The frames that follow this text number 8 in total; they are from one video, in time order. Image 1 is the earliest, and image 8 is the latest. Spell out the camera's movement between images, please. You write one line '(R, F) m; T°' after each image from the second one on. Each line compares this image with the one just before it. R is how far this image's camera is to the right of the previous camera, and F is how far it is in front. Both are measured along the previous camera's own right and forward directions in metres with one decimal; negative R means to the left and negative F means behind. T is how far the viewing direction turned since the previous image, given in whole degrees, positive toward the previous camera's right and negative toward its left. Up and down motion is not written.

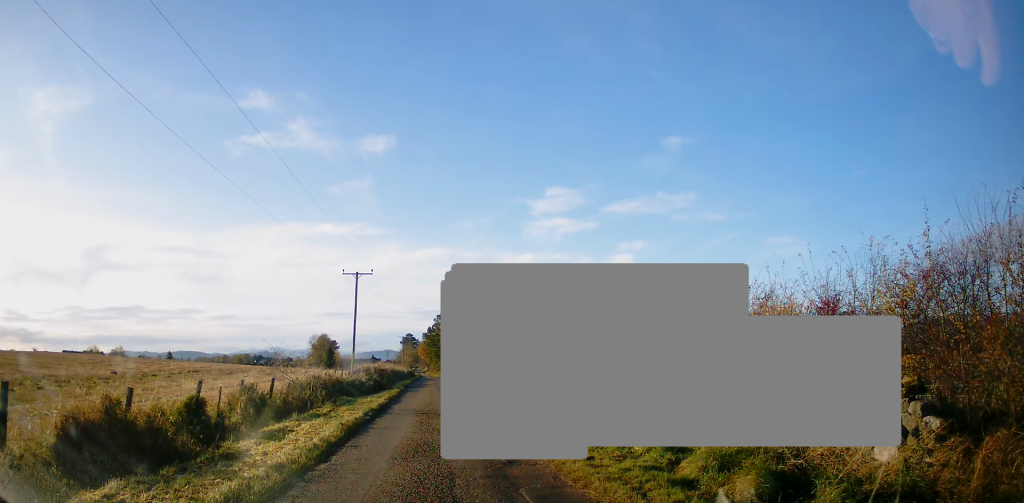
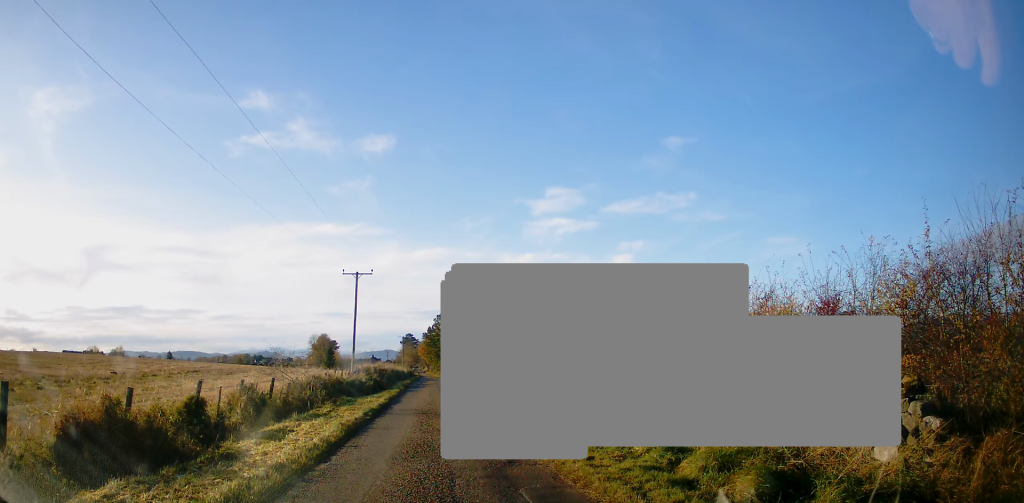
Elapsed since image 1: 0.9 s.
(0.0, 0.0) m; 0°
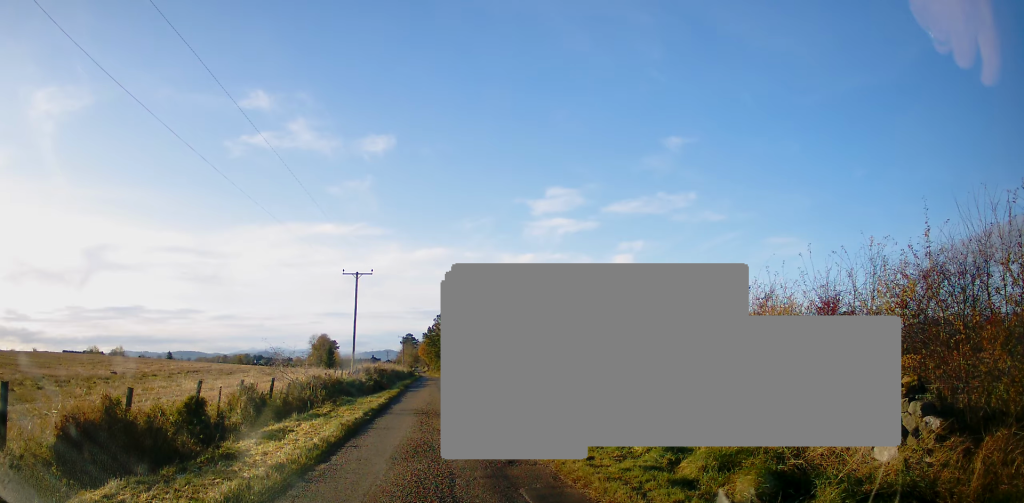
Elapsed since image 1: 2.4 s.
(0.0, 0.0) m; 0°
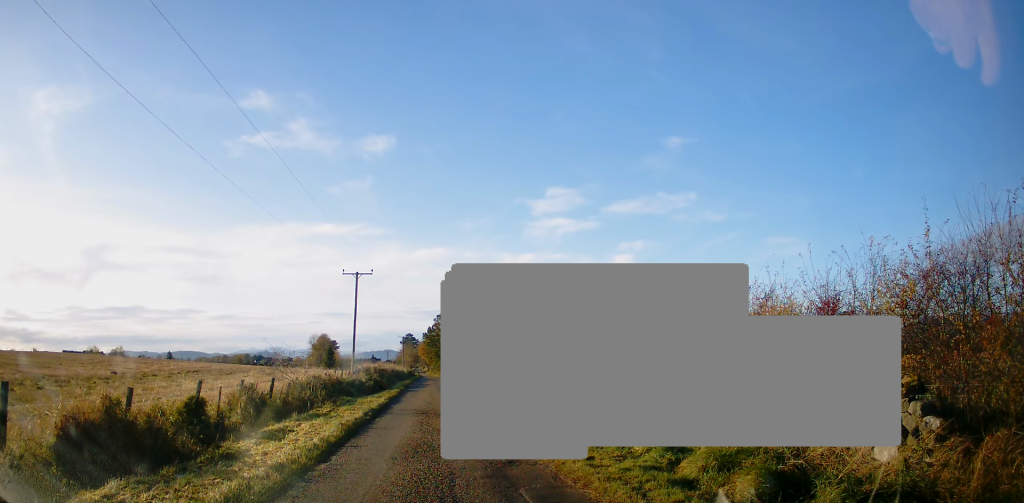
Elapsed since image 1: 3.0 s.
(0.0, 0.0) m; 0°
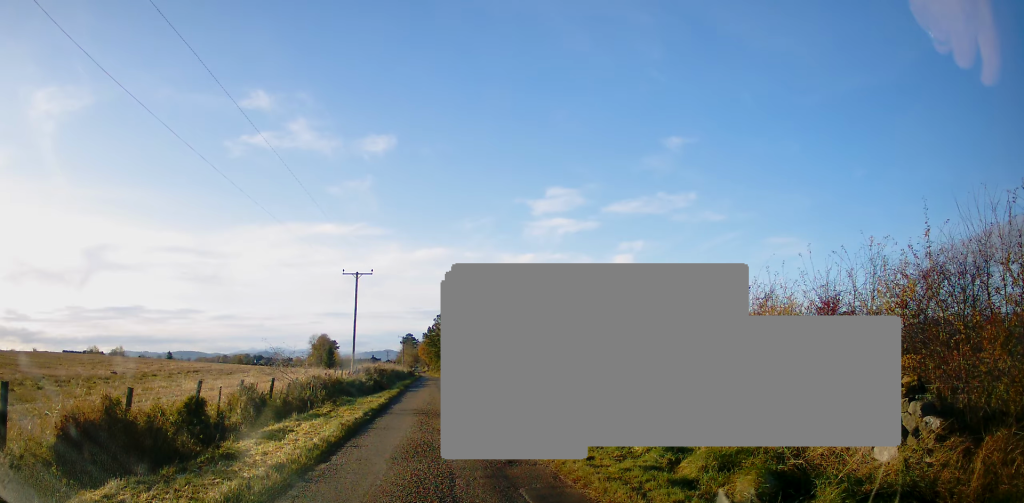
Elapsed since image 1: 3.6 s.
(0.0, 0.0) m; 0°
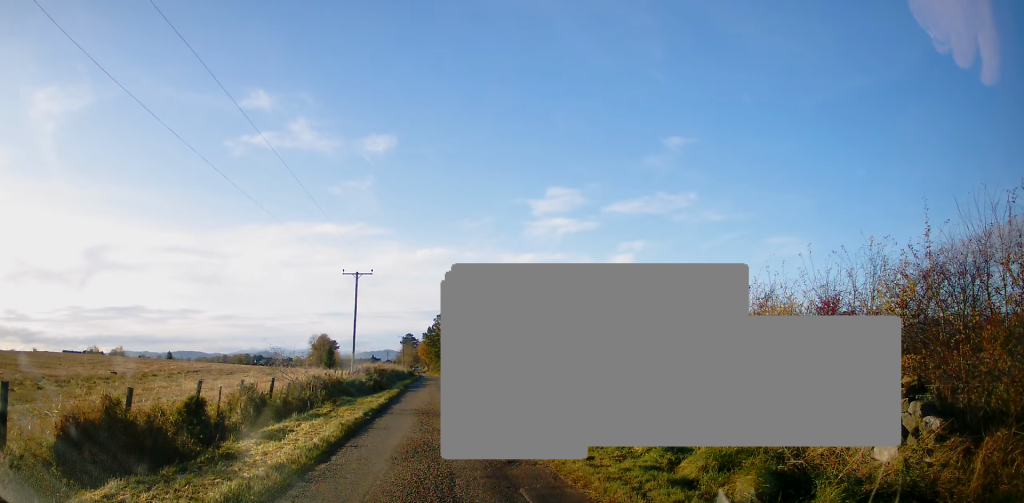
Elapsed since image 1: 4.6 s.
(0.0, 0.0) m; 0°
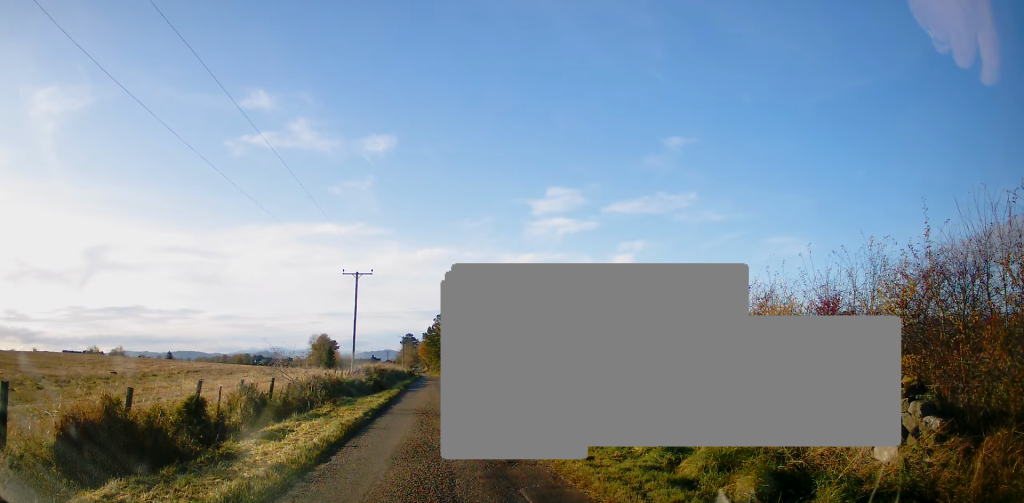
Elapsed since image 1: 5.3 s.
(0.0, 0.0) m; 0°
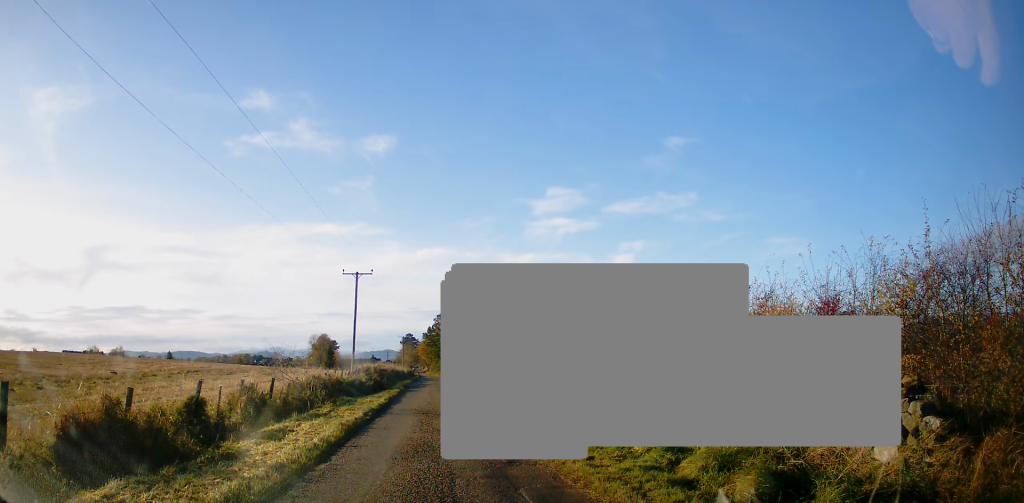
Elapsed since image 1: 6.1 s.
(0.0, 0.0) m; 0°
